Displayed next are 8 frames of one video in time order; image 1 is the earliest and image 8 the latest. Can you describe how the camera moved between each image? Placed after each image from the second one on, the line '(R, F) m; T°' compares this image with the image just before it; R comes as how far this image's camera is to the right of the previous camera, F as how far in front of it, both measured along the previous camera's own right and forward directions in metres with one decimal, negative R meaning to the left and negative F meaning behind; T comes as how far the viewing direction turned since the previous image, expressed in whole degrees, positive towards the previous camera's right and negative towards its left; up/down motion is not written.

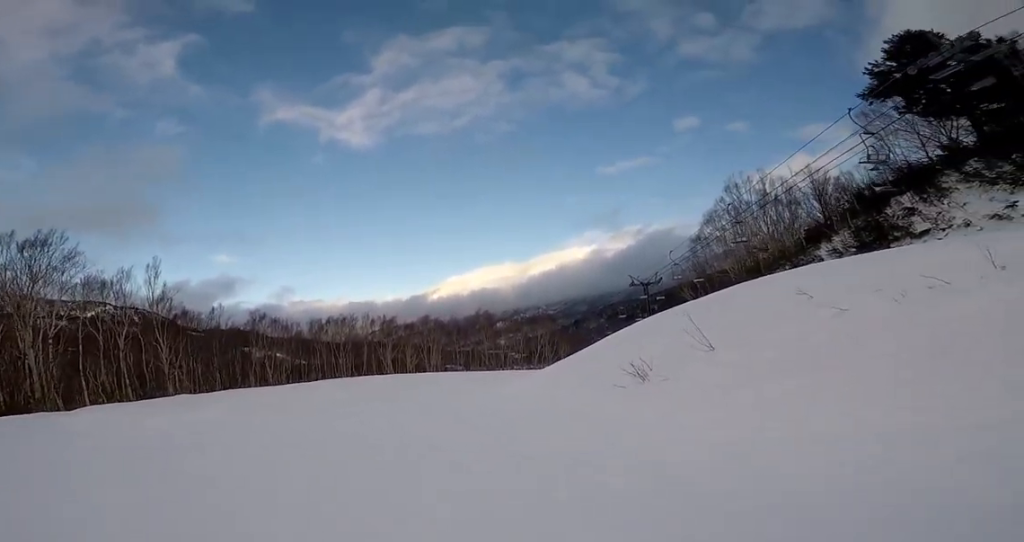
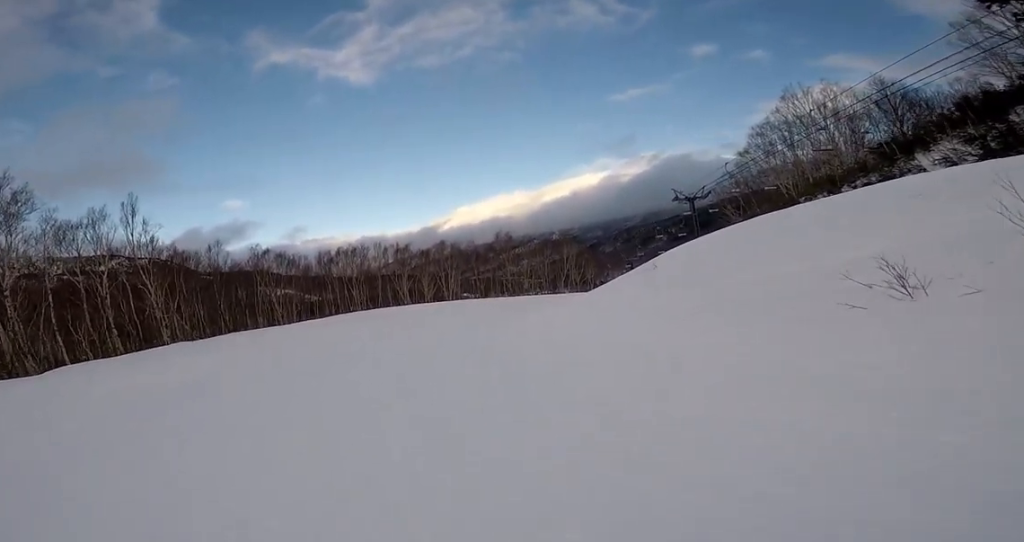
(-0.2, +5.2) m; -8°
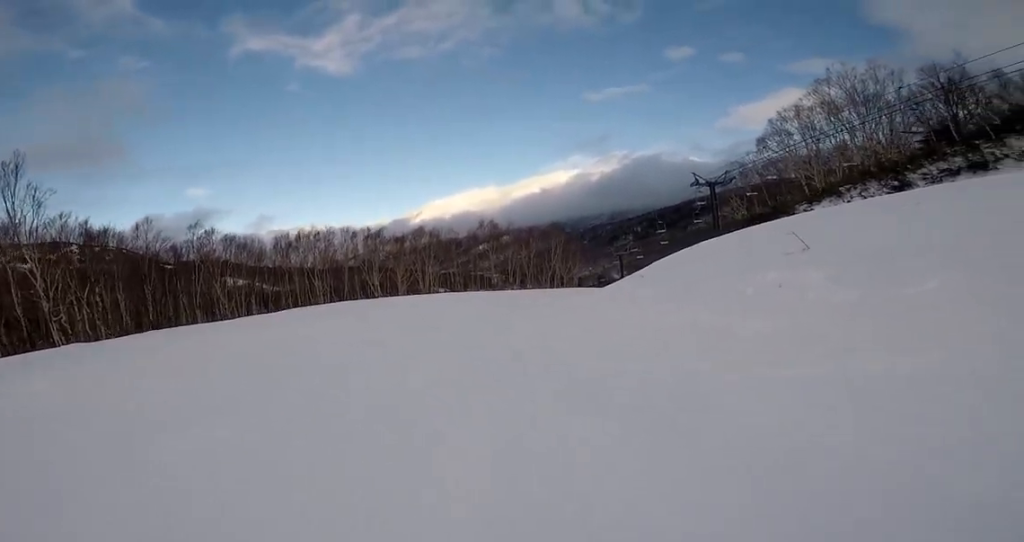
(-0.9, +8.3) m; 0°
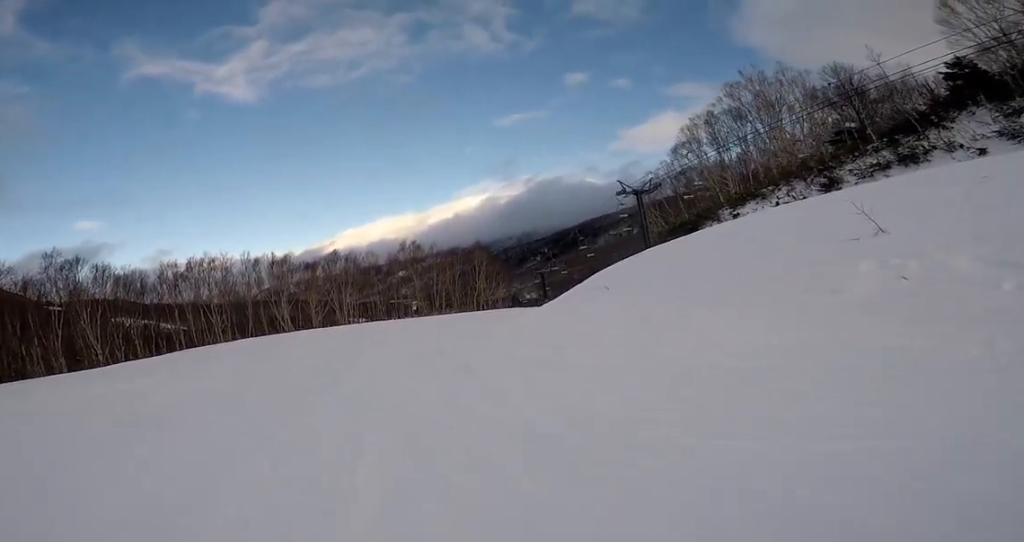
(+0.5, +5.0) m; +8°
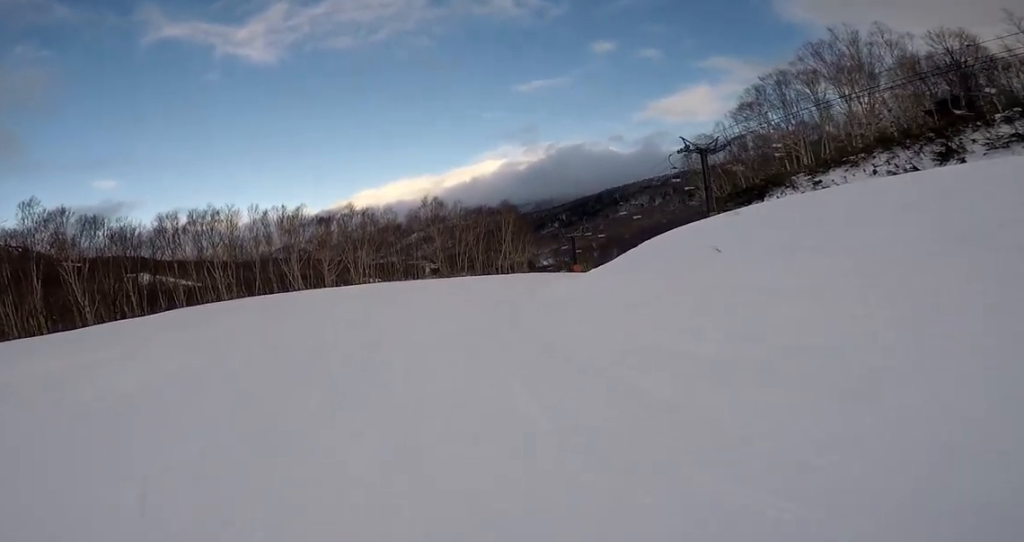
(+0.4, +5.1) m; +6°
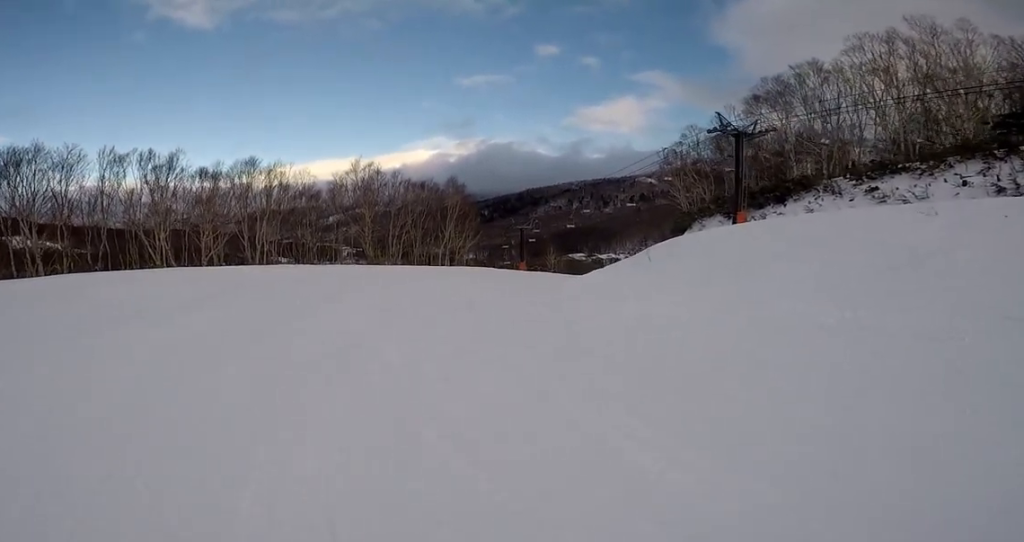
(+1.7, +12.1) m; +20°
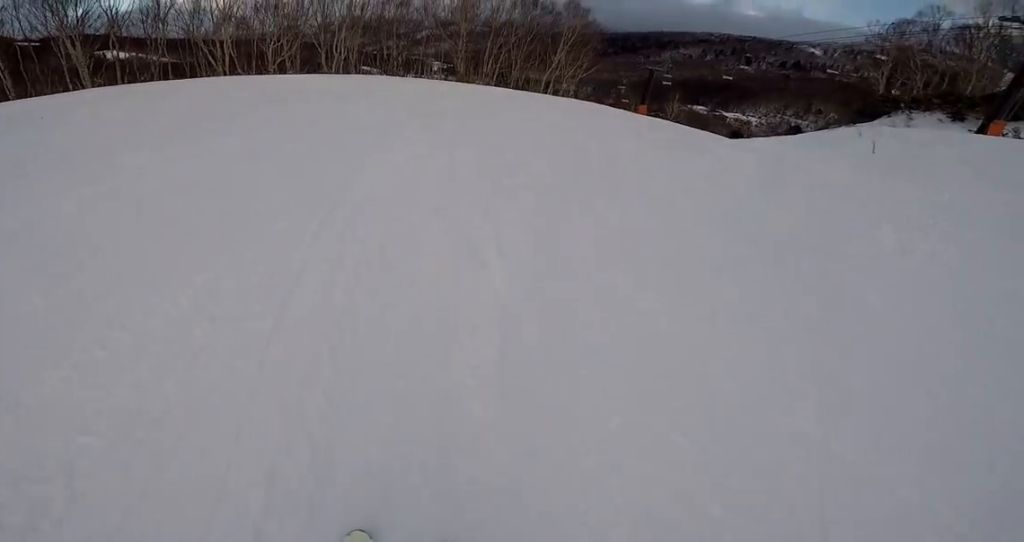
(+0.5, +4.6) m; +7°
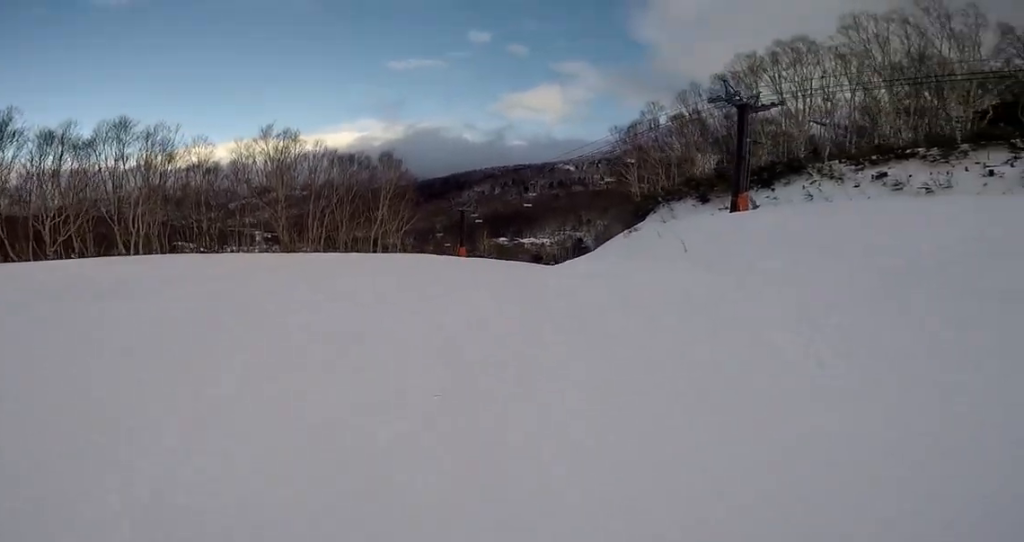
(+0.1, +2.6) m; -5°
